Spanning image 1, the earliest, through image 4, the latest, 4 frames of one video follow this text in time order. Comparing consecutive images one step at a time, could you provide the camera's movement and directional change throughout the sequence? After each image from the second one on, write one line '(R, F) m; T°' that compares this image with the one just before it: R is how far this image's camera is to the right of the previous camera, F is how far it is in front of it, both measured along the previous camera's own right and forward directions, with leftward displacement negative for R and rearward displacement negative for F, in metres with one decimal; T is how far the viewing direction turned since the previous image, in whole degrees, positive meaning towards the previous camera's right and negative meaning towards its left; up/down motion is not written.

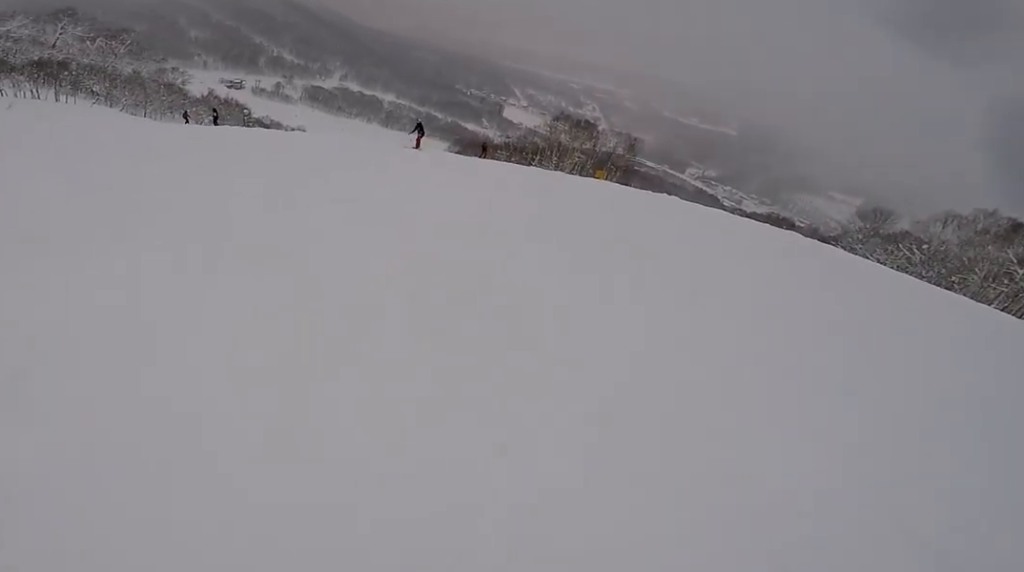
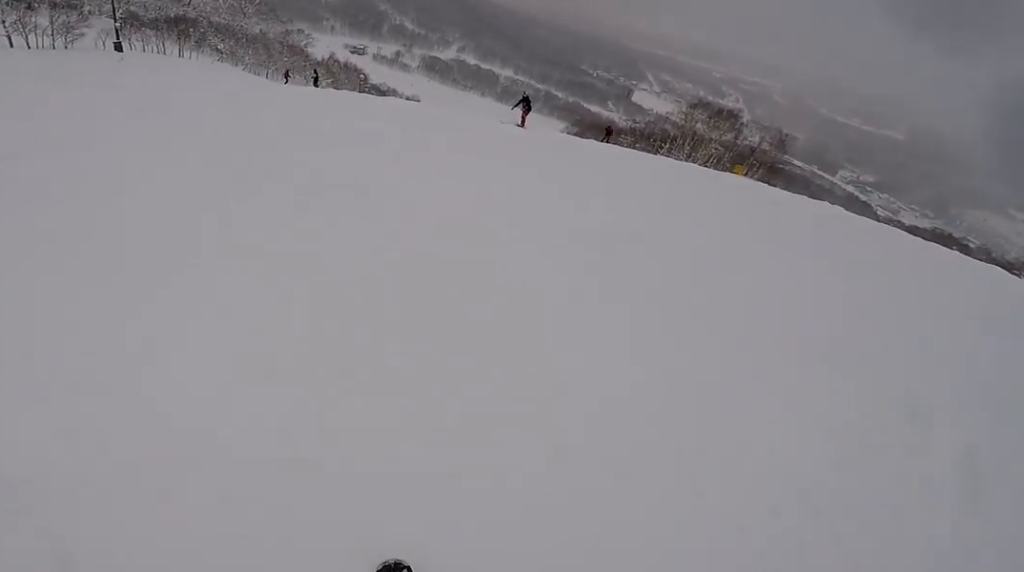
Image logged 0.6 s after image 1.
(-0.6, +3.0) m; -9°
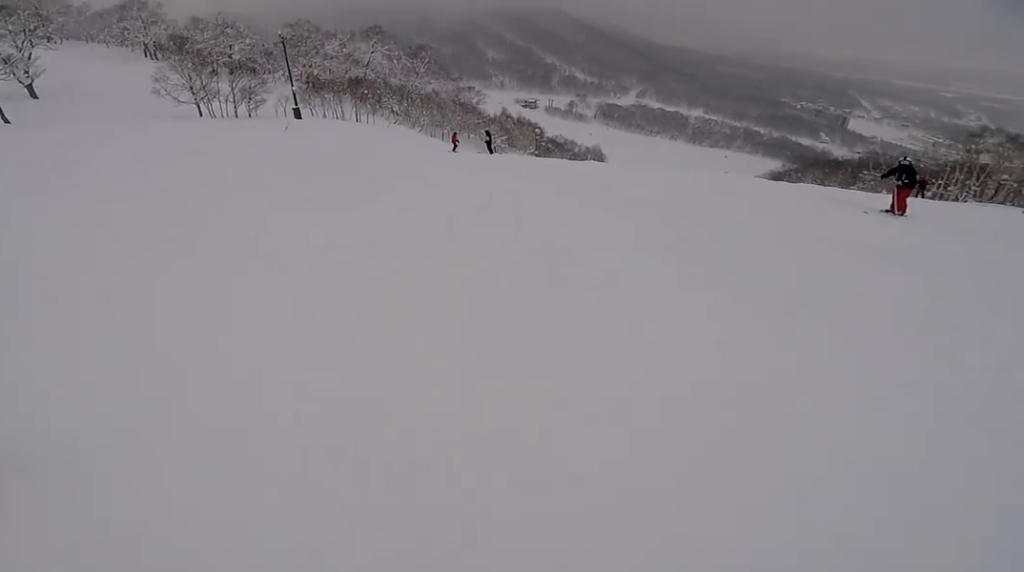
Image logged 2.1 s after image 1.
(-0.7, +7.5) m; -3°
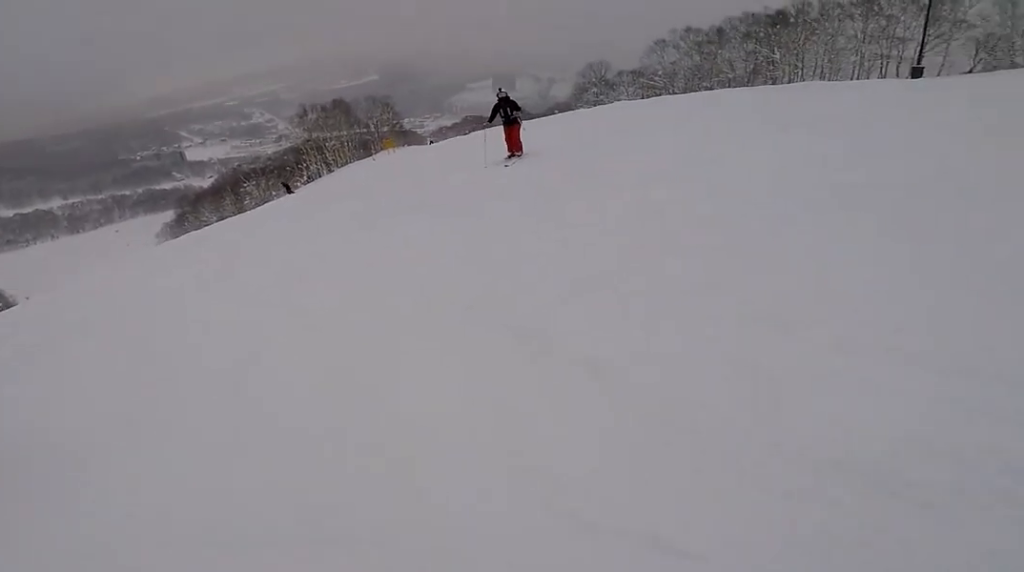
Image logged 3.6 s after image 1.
(+1.4, +5.5) m; +36°
